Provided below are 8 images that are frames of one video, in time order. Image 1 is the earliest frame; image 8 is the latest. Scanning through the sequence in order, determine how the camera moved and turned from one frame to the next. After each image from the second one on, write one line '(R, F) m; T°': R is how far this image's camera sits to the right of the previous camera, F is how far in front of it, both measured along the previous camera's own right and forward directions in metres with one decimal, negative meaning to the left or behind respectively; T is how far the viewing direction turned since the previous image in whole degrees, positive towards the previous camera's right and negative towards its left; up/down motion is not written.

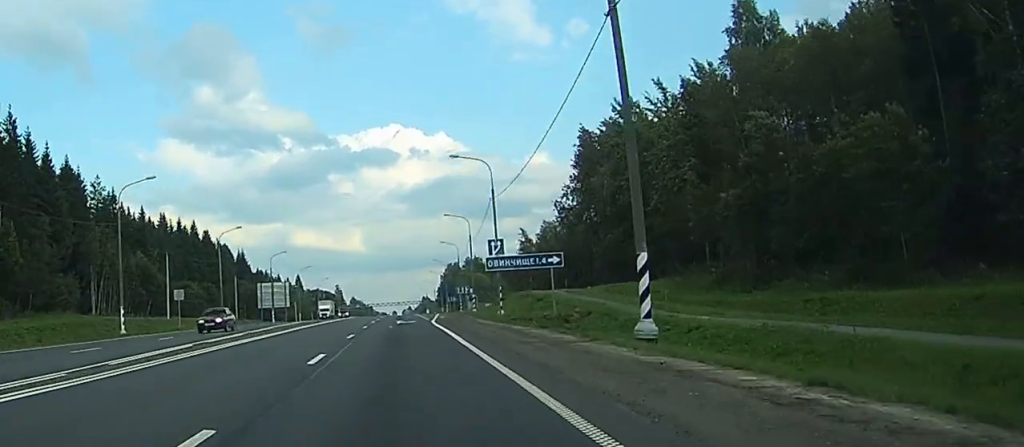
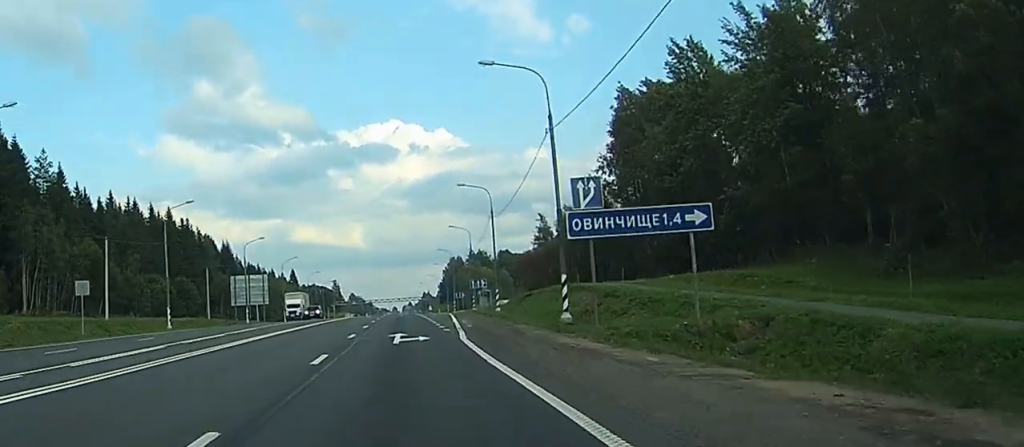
(-0.6, +23.8) m; -3°
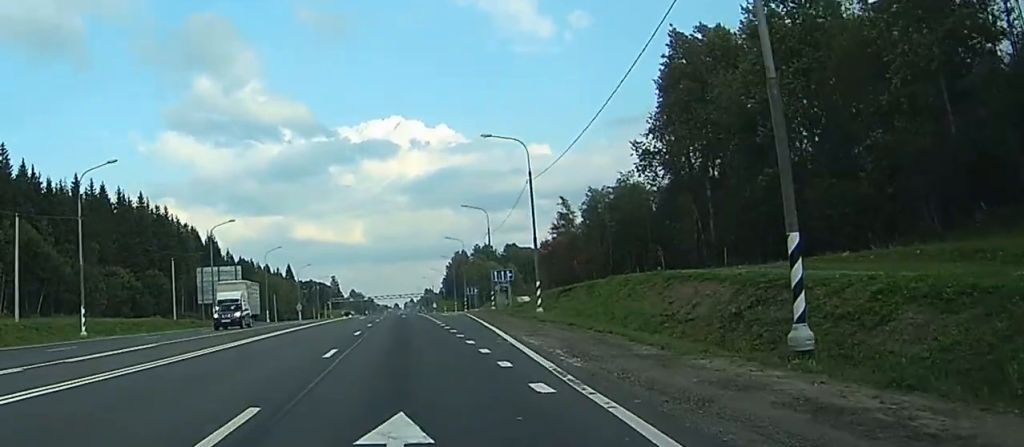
(-0.2, +22.5) m; +1°
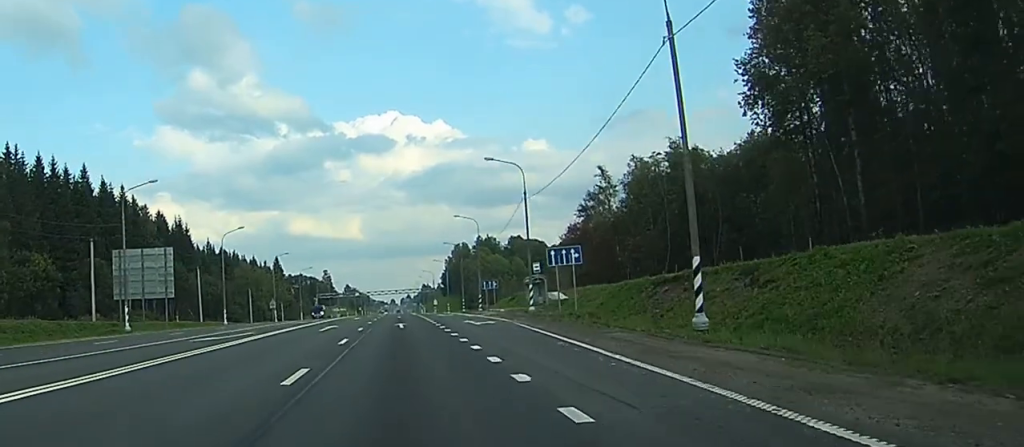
(+0.5, +30.5) m; +1°
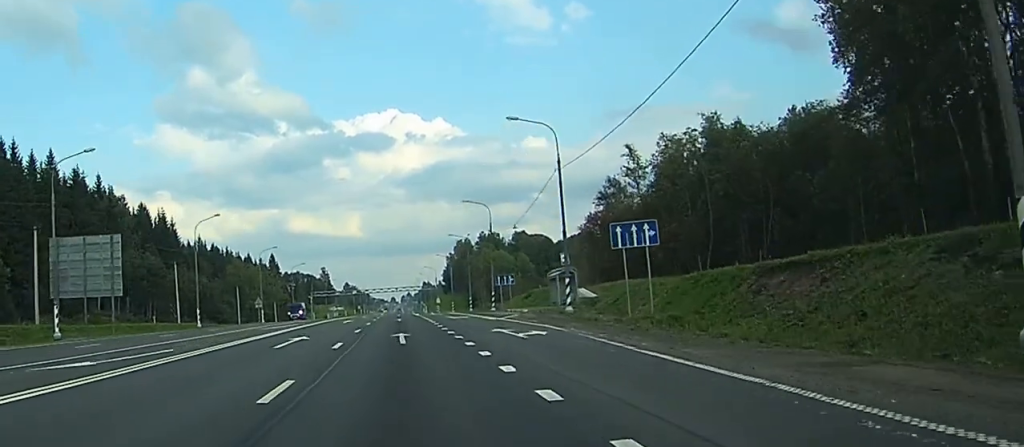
(0.0, +14.2) m; 0°
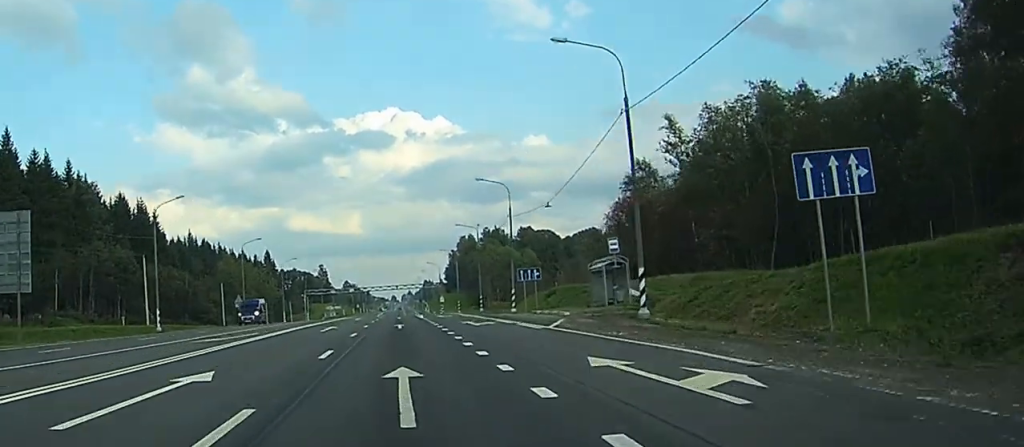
(0.0, +15.5) m; 0°
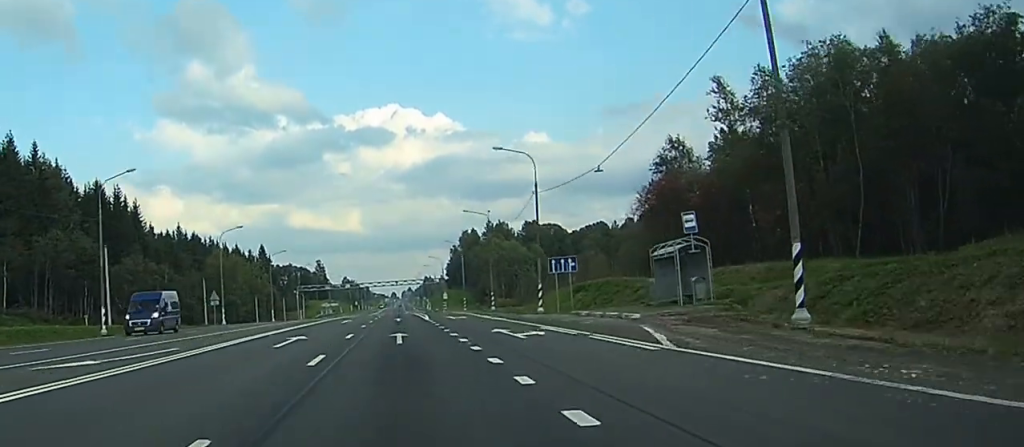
(0.0, +14.2) m; 0°
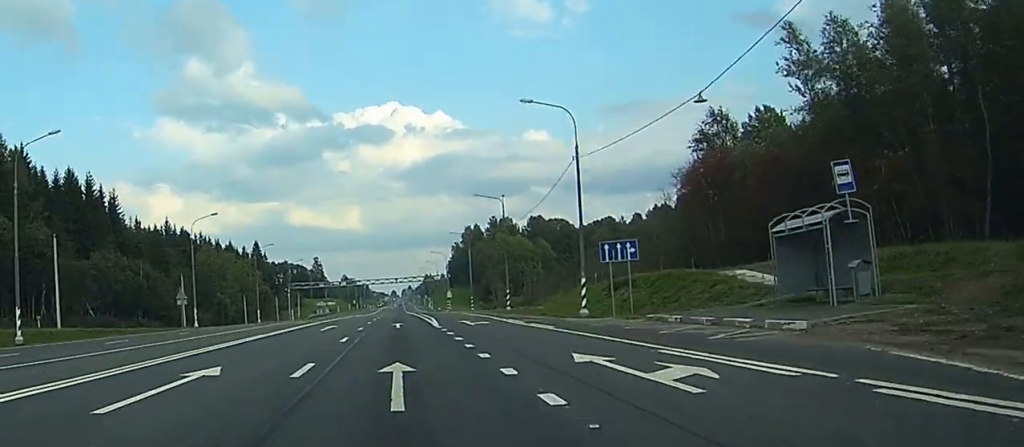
(0.0, +14.2) m; 0°
